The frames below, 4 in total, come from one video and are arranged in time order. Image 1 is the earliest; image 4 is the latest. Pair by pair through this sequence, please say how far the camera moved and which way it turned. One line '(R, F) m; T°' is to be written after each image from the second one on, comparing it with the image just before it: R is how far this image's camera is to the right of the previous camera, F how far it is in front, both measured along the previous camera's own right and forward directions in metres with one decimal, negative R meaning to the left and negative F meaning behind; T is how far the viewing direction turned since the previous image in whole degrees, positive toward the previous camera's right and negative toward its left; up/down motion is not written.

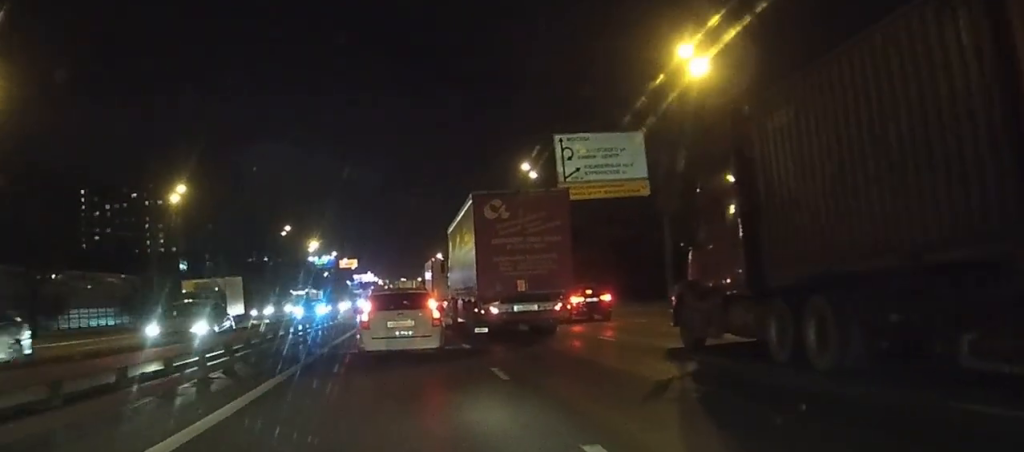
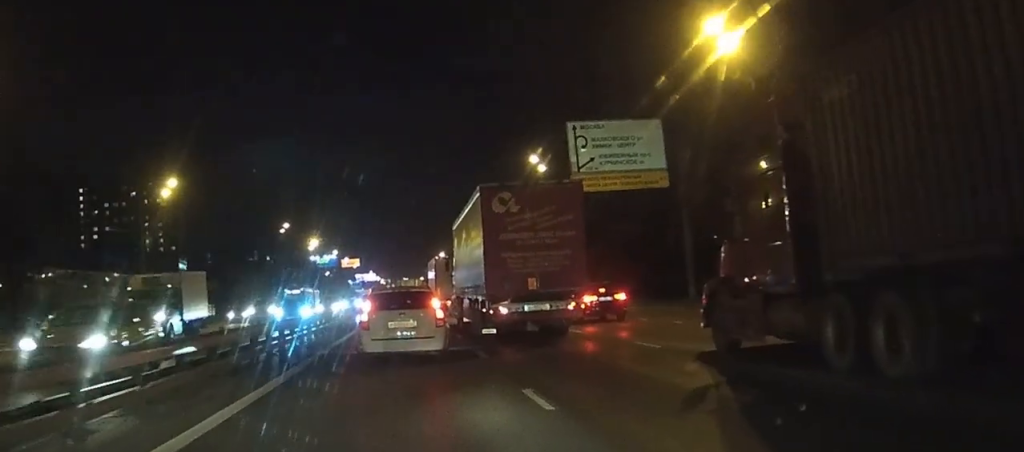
(0.0, +2.8) m; +1°
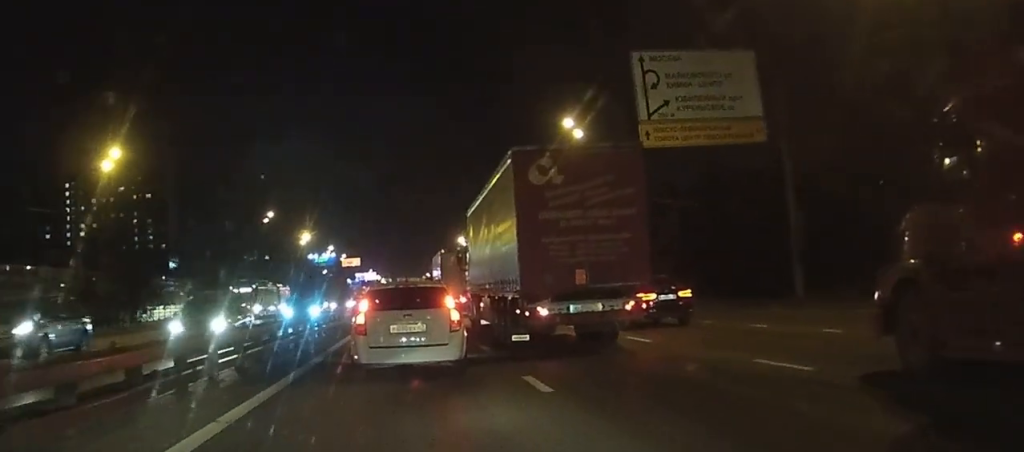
(+0.3, +12.5) m; +4°
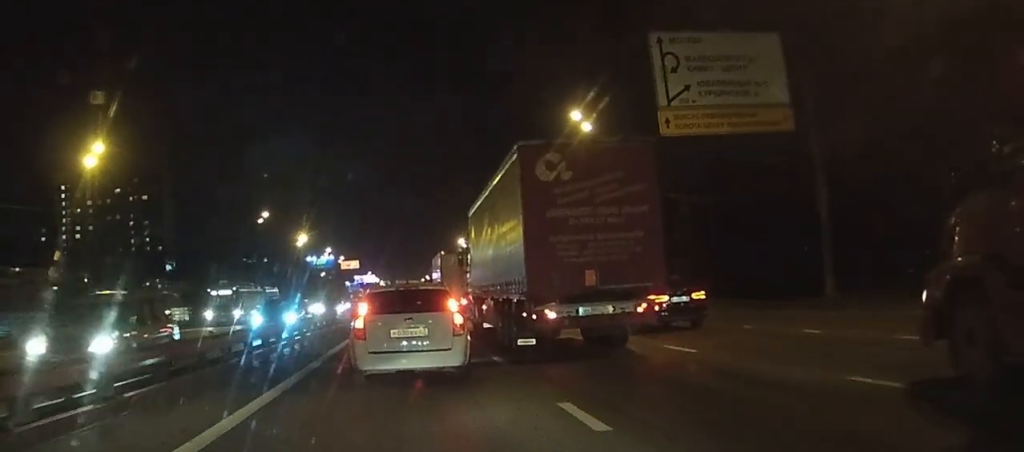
(+0.1, +2.8) m; 0°
